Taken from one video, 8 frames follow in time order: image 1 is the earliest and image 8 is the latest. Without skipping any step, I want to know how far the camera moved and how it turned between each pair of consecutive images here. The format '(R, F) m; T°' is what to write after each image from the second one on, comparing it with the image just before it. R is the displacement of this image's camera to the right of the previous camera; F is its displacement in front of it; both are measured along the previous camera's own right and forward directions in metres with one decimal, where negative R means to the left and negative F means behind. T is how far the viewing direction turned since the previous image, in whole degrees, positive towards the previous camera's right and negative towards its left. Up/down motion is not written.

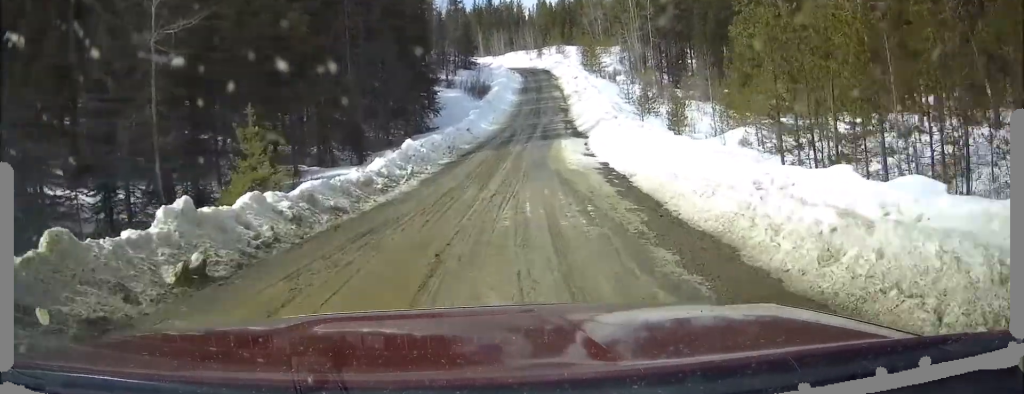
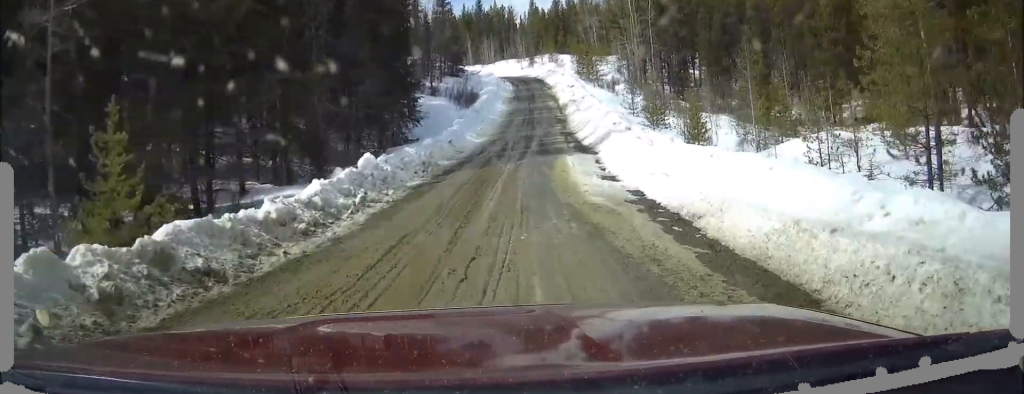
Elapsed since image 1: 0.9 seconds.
(0.0, +5.2) m; -2°
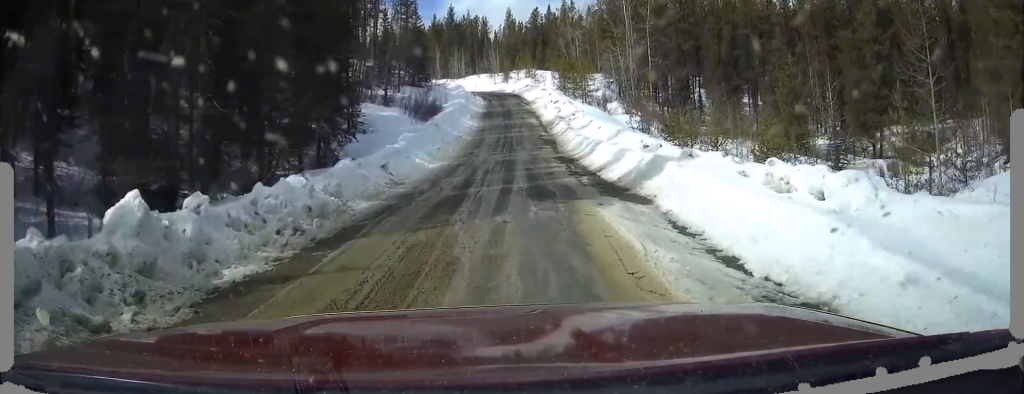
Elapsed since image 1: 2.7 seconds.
(-0.1, +11.8) m; +1°
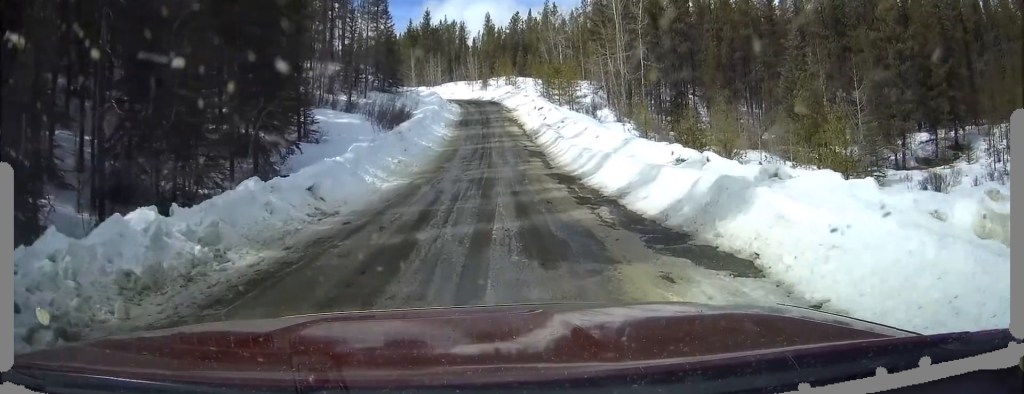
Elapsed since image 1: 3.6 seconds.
(+0.1, +6.5) m; 0°
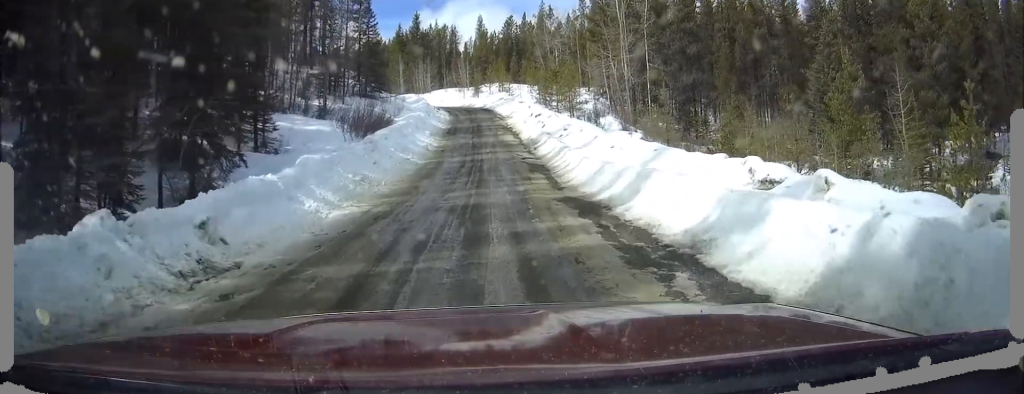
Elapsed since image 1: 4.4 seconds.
(0.0, +6.0) m; -2°
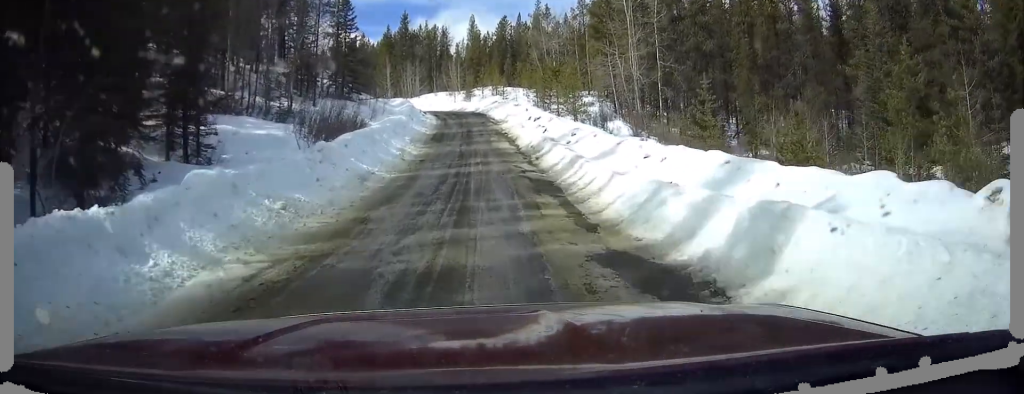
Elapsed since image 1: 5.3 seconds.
(-0.2, +7.0) m; -1°
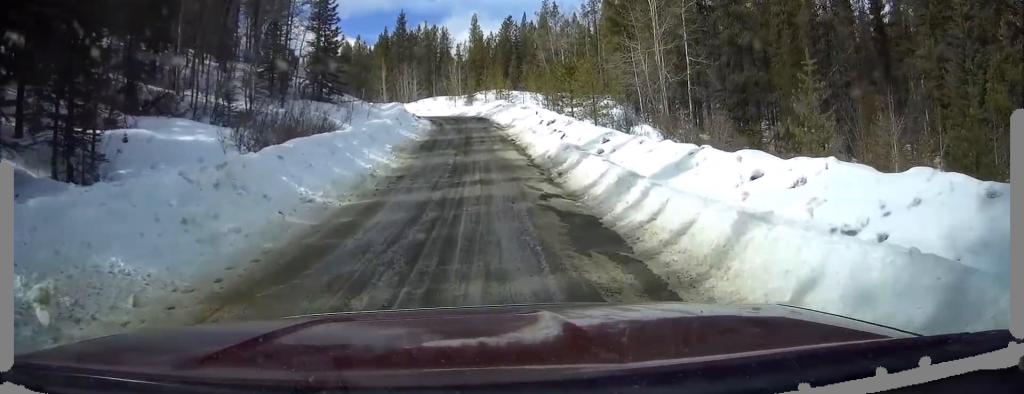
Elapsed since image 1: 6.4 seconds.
(+0.2, +7.8) m; +2°
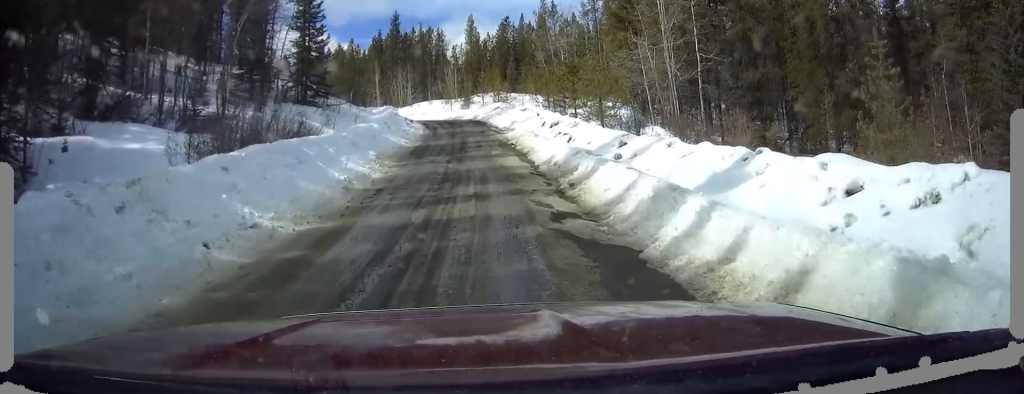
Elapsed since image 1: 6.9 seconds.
(0.0, +3.3) m; 0°
